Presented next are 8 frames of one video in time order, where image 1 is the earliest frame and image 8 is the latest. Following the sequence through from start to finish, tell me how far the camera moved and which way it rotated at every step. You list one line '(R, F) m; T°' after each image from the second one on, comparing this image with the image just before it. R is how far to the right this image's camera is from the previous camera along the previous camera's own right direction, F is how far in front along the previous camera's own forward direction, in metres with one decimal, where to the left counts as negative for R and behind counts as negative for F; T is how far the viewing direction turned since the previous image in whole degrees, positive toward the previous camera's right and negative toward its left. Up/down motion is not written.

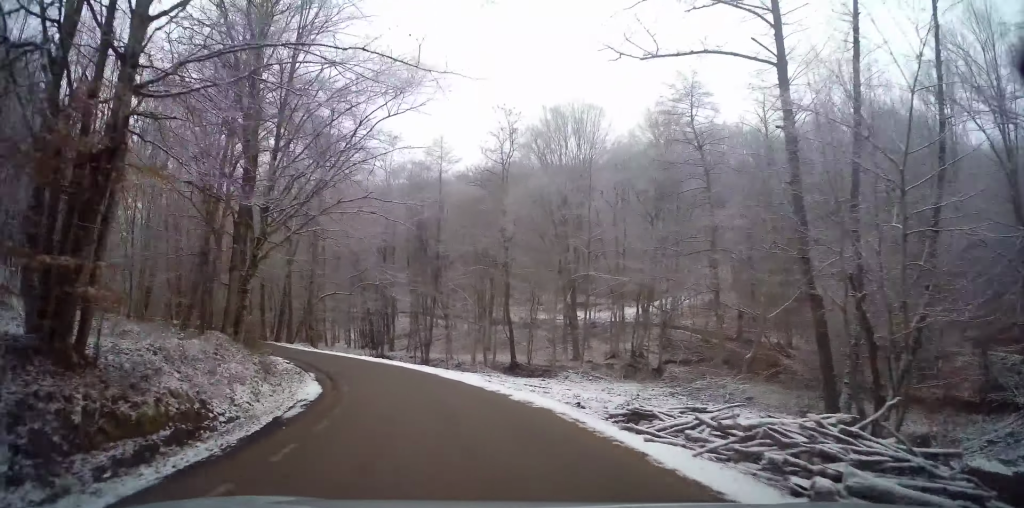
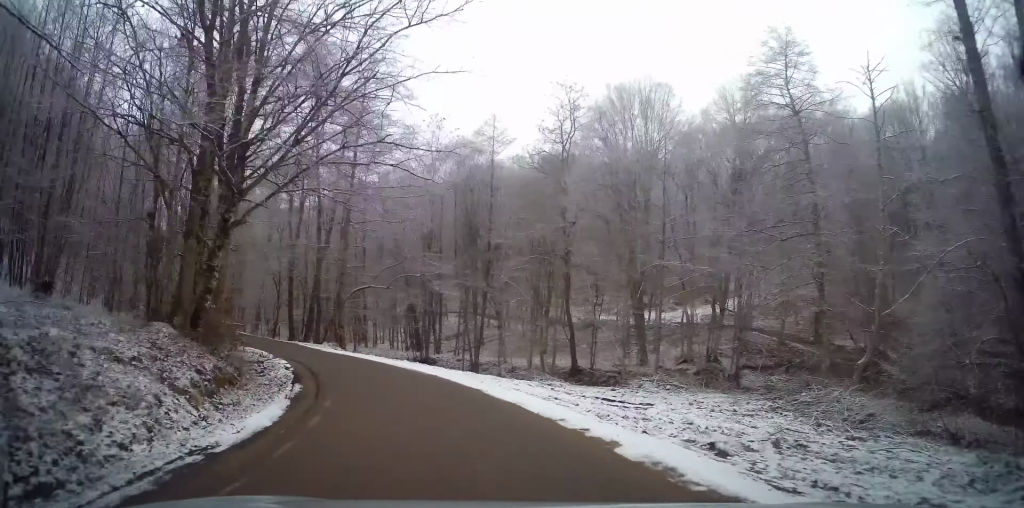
(-0.6, +6.7) m; -8°
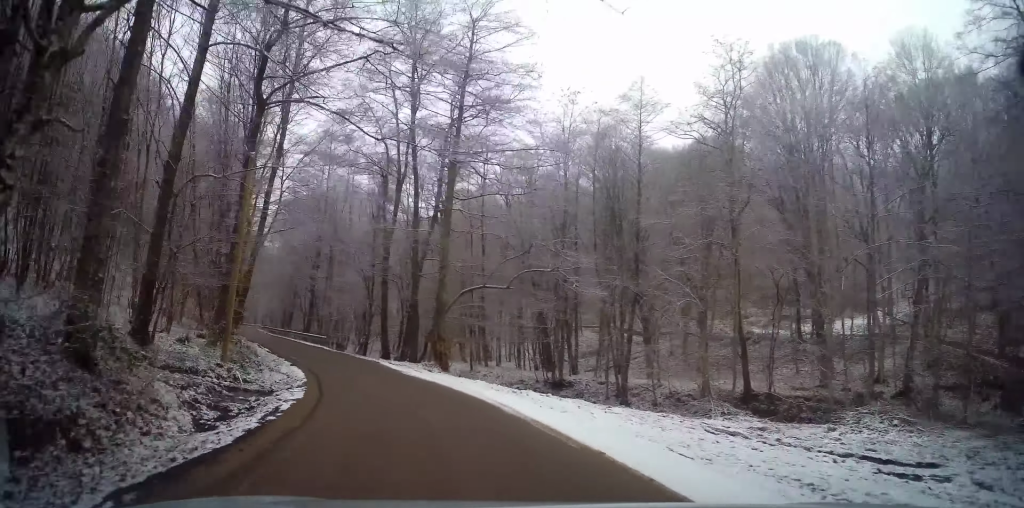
(-1.2, +10.8) m; -14°
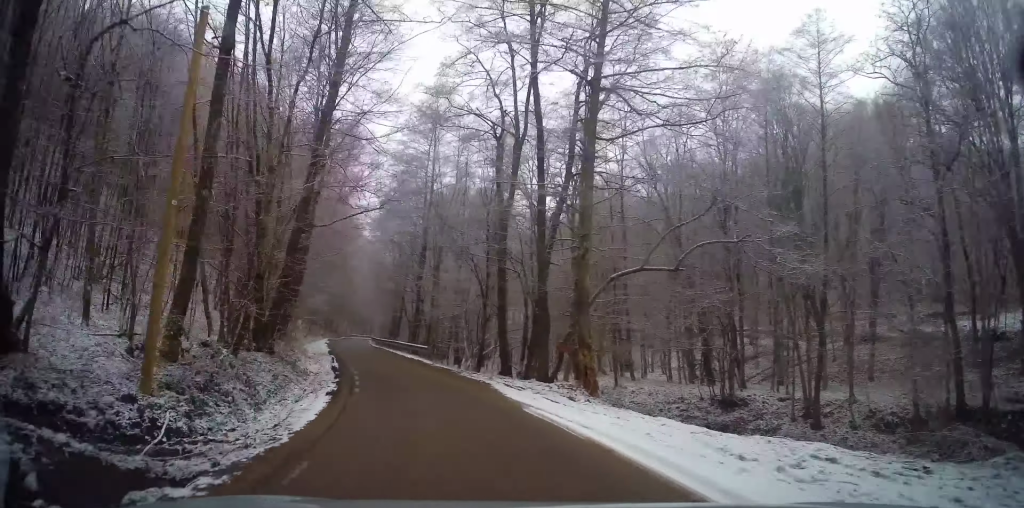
(-0.9, +9.8) m; -12°
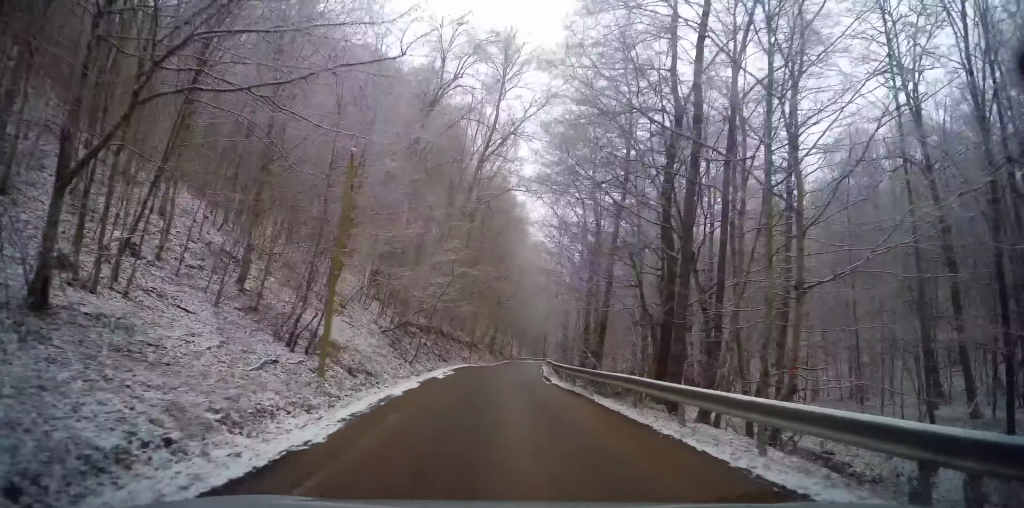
(-5.1, +28.9) m; -13°
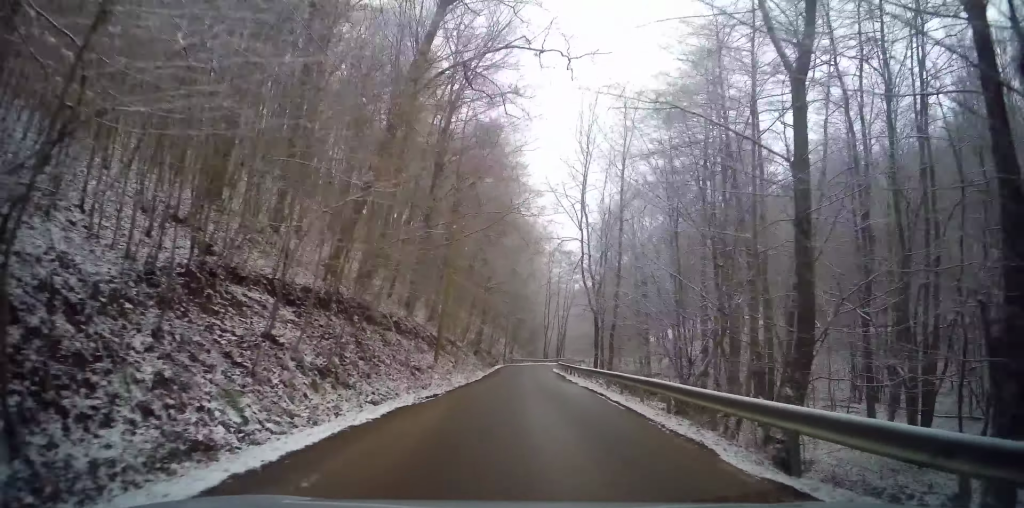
(-0.3, +24.1) m; +1°
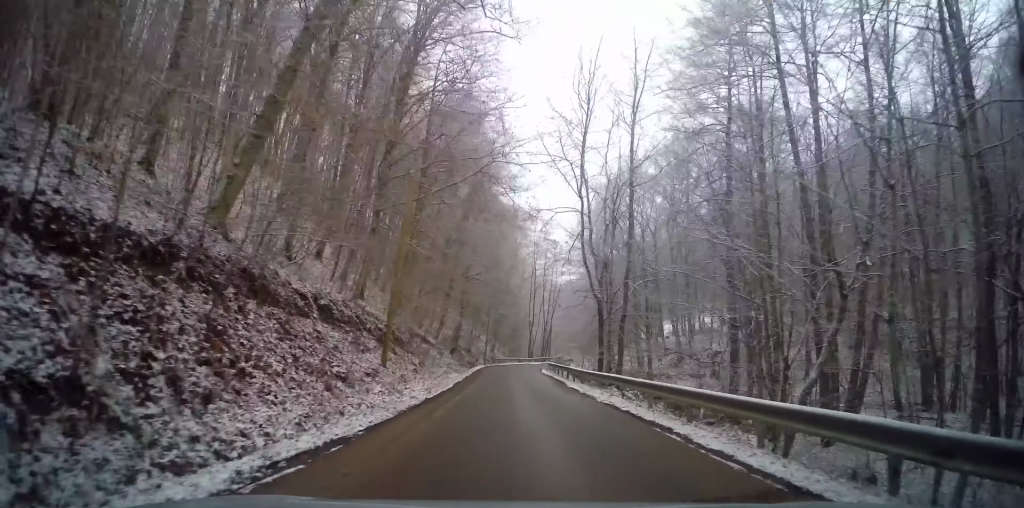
(0.0, +7.9) m; +1°
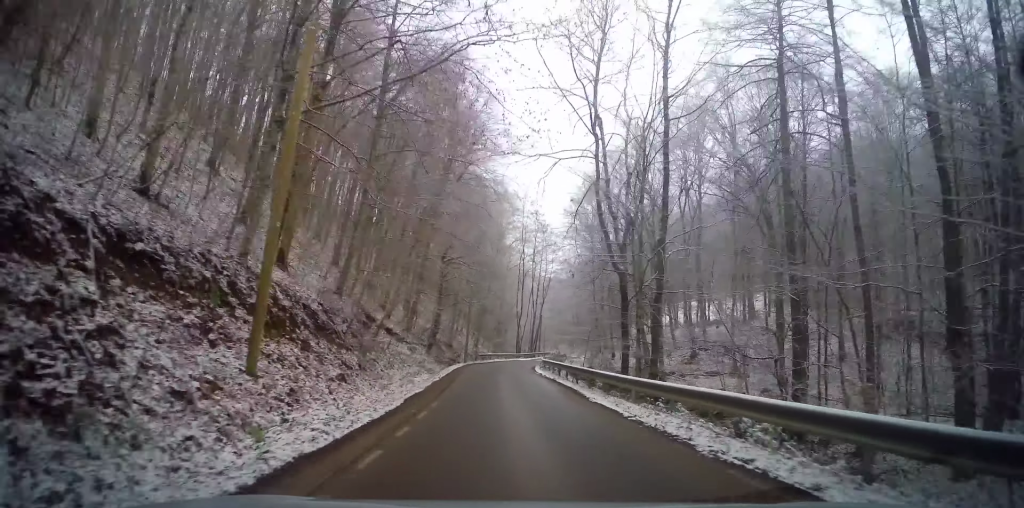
(+0.3, +8.5) m; +1°
